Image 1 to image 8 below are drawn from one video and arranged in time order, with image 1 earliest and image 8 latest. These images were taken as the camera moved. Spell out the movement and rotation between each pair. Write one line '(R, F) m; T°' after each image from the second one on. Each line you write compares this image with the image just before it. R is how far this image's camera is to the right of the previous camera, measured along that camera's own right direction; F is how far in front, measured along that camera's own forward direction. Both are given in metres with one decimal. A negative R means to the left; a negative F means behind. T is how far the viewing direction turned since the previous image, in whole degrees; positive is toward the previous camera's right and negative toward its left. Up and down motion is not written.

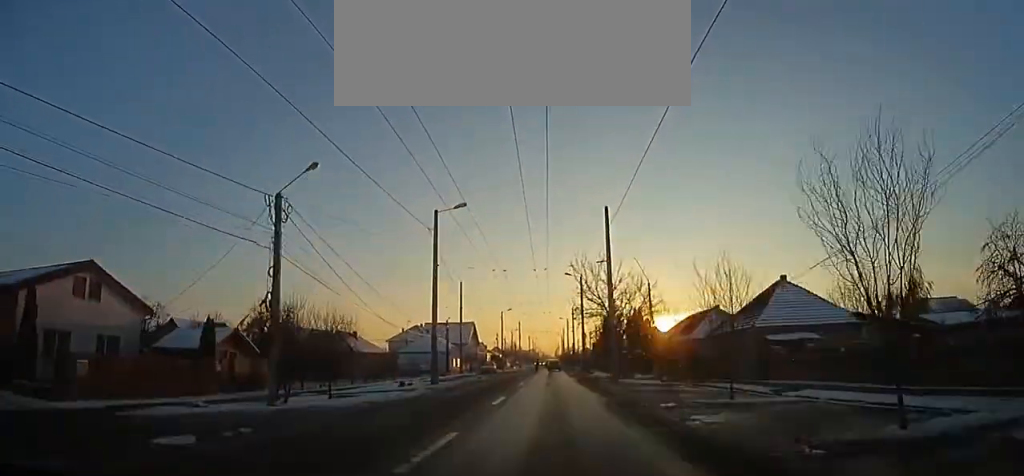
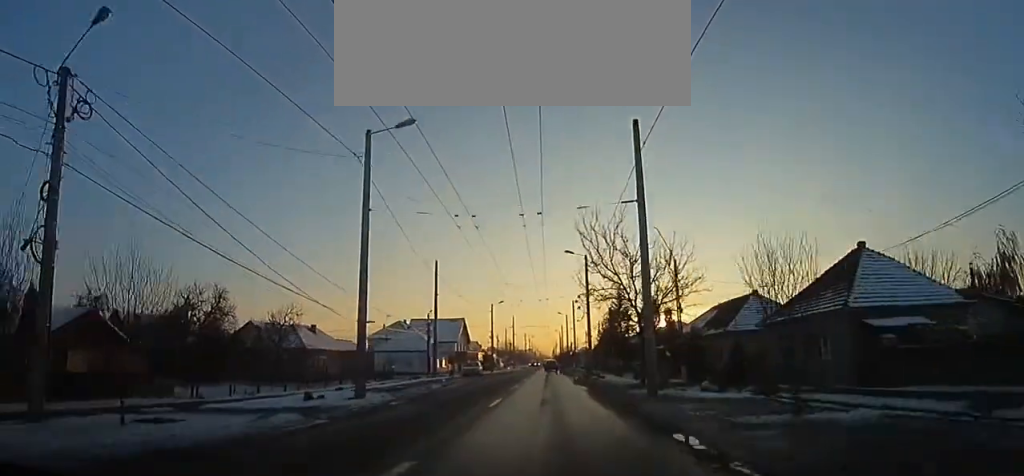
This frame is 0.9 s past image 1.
(0.0, +11.0) m; 0°
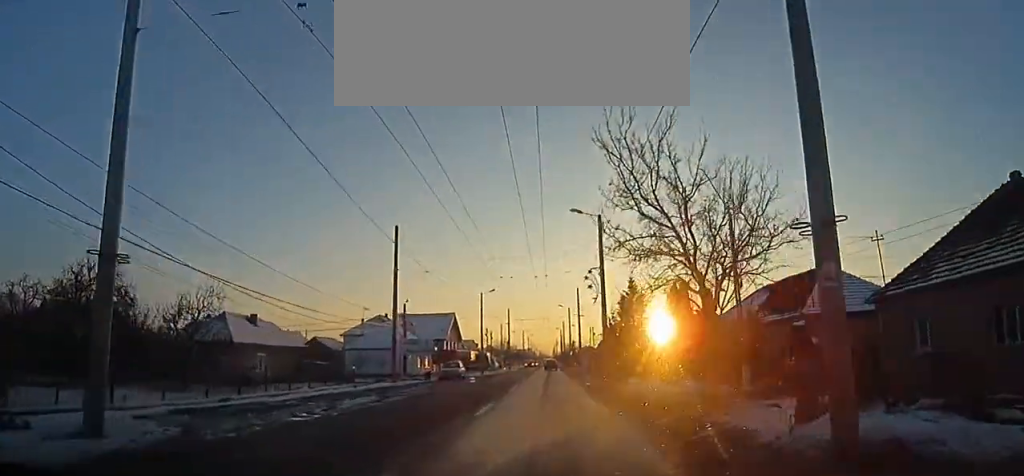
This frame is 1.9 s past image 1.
(0.0, +11.8) m; 0°
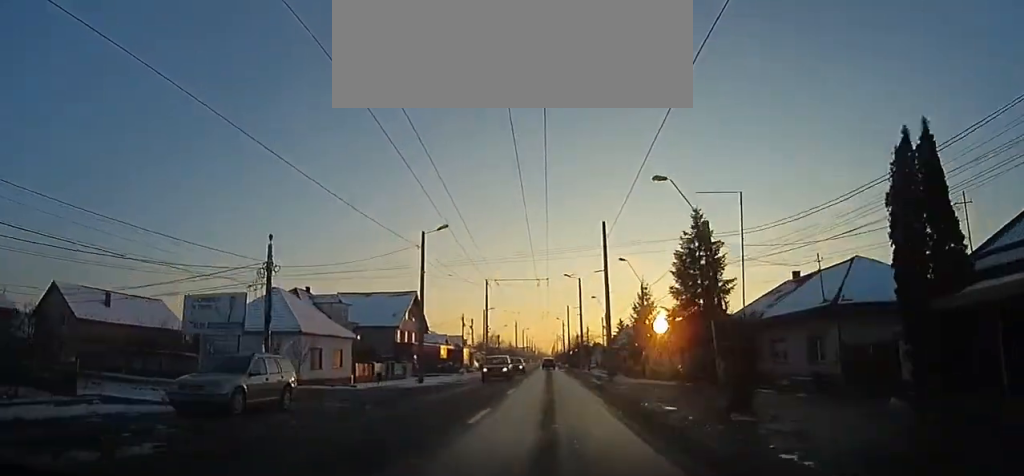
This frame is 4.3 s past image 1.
(+0.3, +29.1) m; +2°
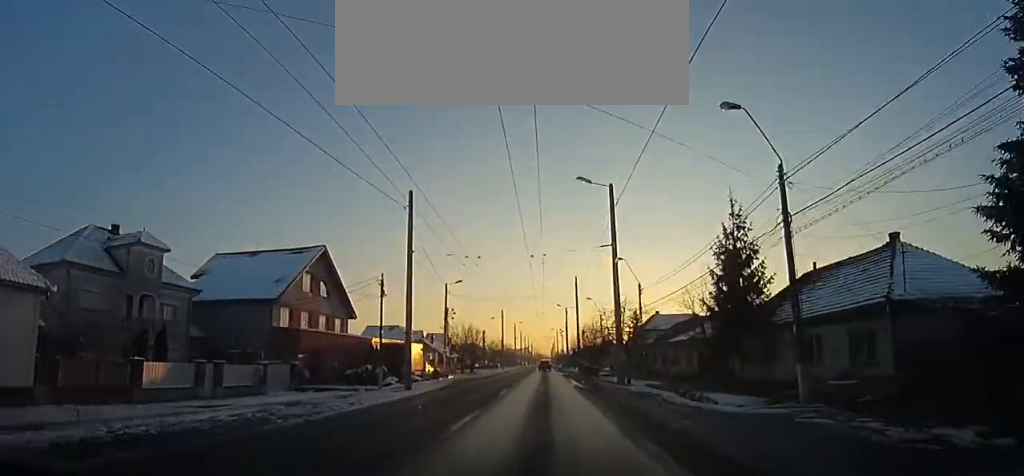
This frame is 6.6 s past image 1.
(+0.3, +29.0) m; 0°
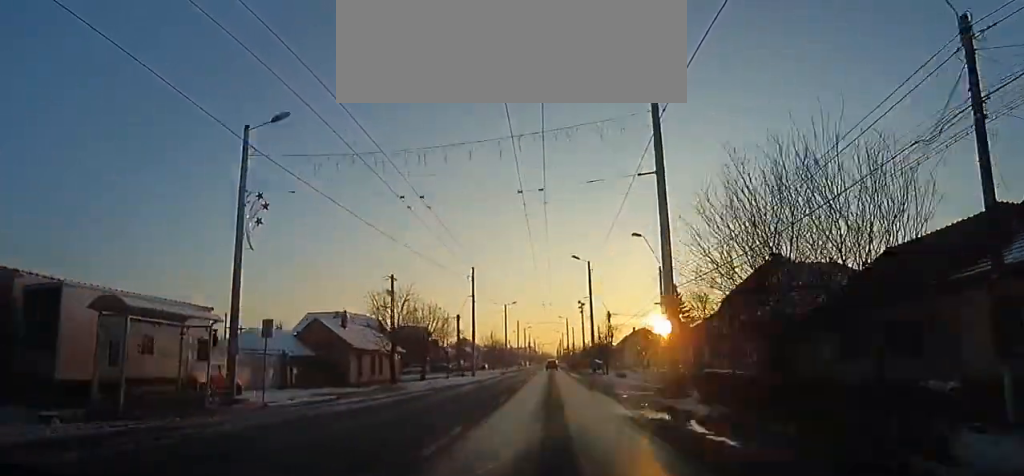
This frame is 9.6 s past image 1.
(+0.2, +37.2) m; -2°
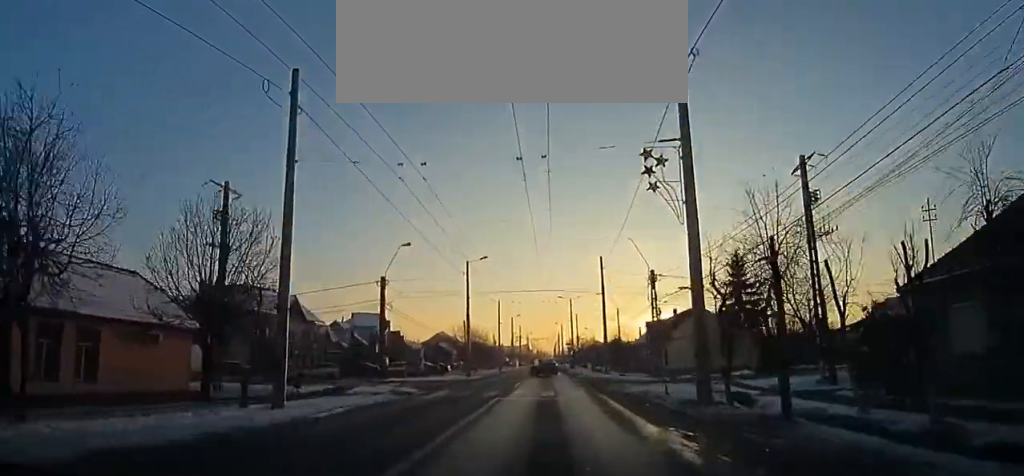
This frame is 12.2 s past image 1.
(-1.6, +32.4) m; -2°
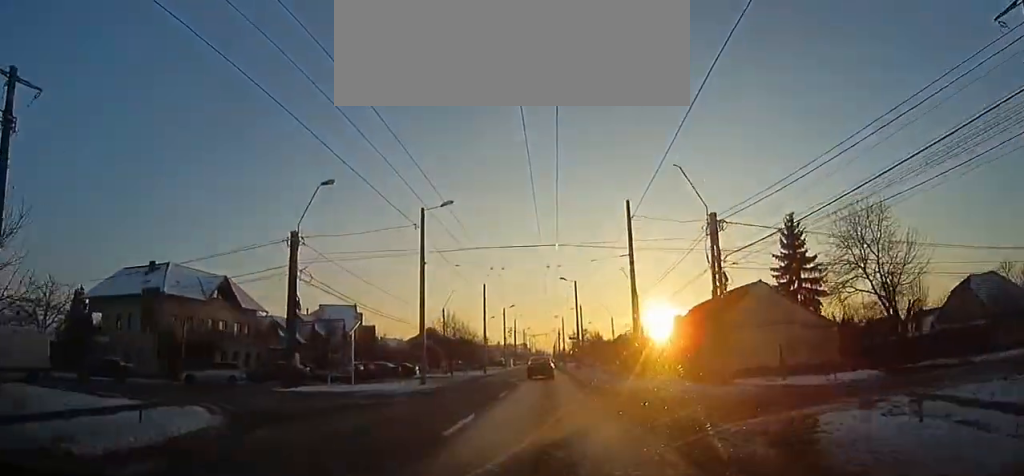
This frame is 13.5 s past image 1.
(+0.4, +15.1) m; +2°
